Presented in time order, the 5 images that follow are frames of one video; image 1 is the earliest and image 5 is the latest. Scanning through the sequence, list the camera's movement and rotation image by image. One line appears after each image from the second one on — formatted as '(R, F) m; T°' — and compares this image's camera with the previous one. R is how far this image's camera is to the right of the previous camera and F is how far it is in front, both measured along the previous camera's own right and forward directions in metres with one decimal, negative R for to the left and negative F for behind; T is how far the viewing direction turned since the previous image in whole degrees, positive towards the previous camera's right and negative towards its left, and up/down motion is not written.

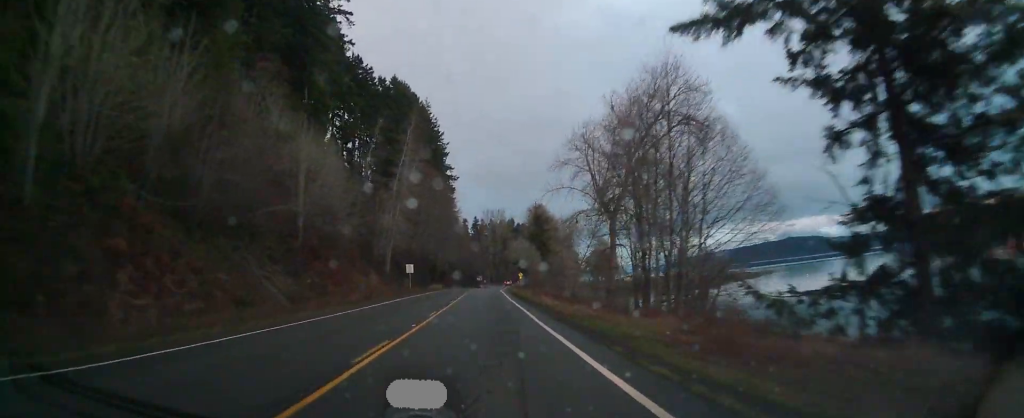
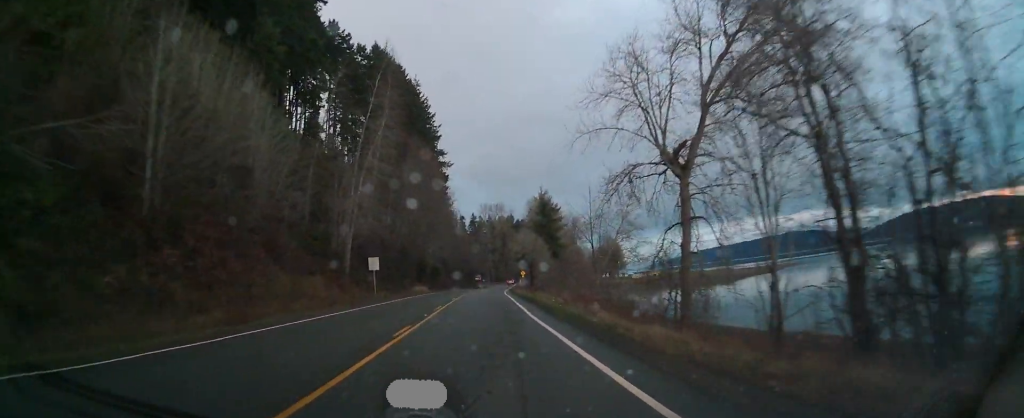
(0.0, +20.9) m; -1°
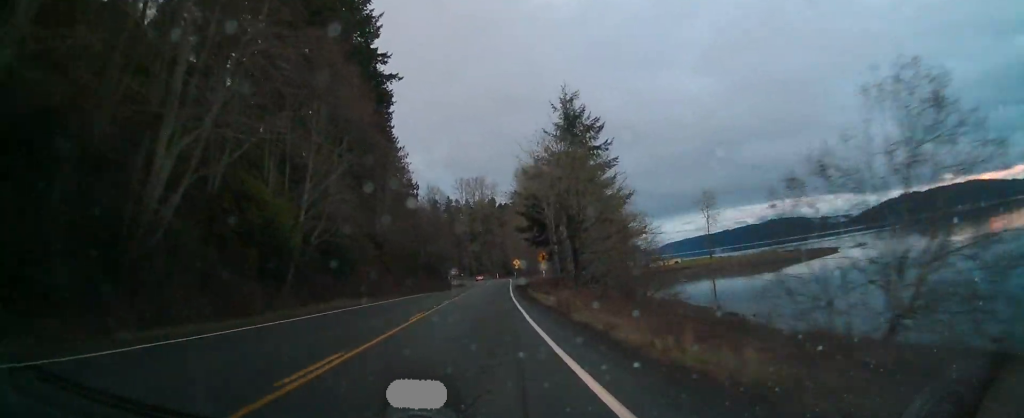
(+1.1, +68.6) m; +2°
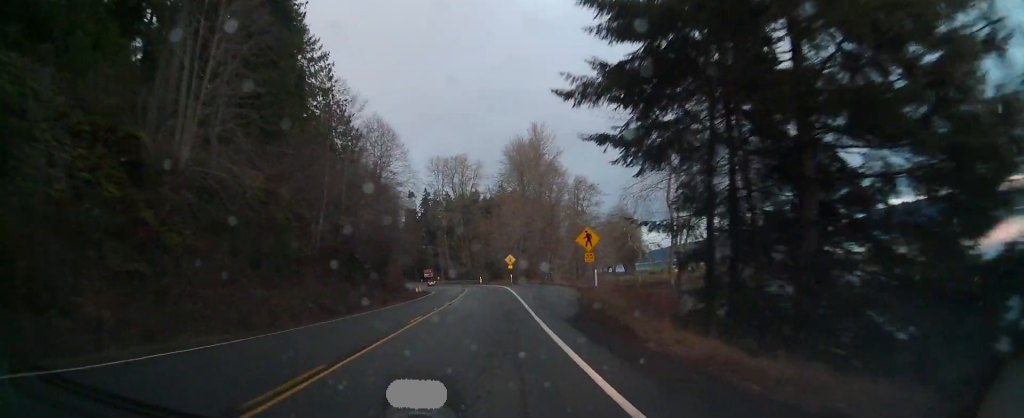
(+1.0, +52.2) m; +2°
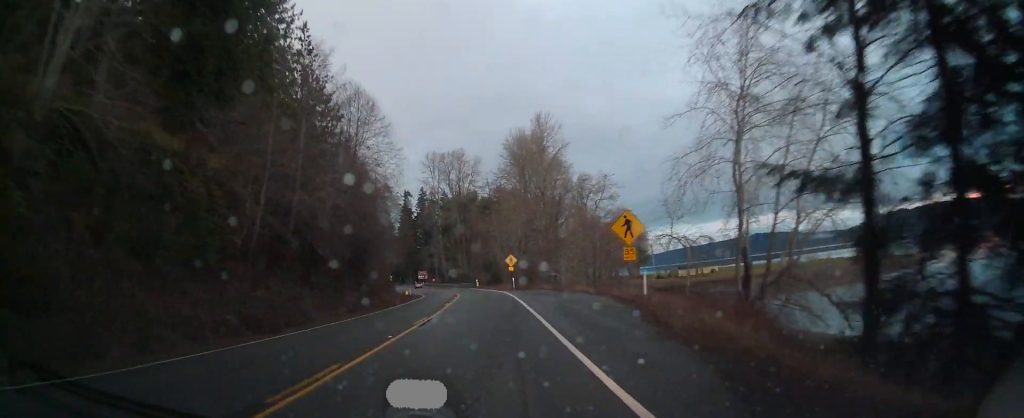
(0.0, +12.0) m; 0°
